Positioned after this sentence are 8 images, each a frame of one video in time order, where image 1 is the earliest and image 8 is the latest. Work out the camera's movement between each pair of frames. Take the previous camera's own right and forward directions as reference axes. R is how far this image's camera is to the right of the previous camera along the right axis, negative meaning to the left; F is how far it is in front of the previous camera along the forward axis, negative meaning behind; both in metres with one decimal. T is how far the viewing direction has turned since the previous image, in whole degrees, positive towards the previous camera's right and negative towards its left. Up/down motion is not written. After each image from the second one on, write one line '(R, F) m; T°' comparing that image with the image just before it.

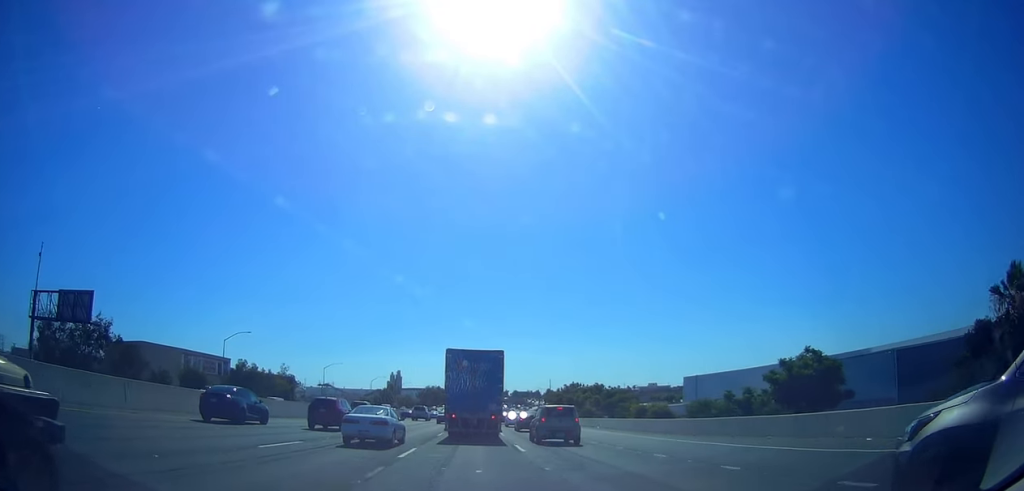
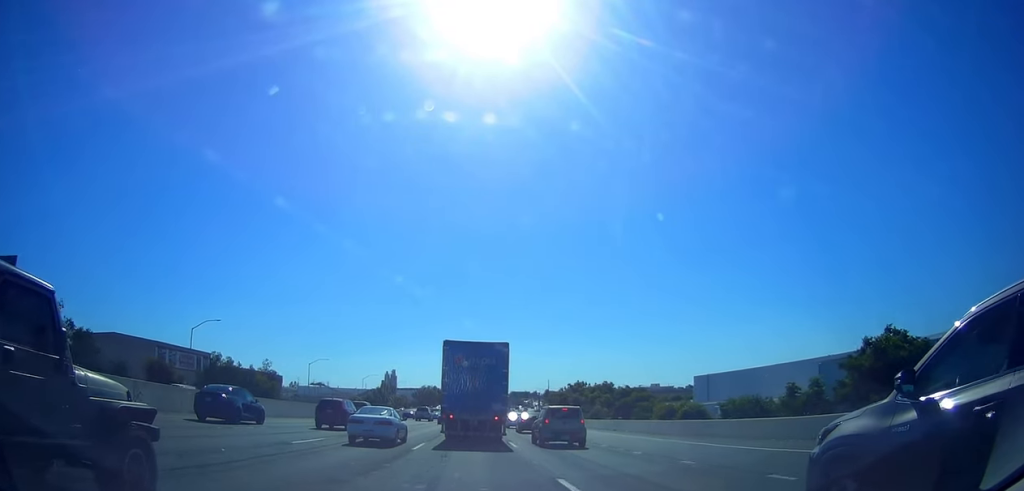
(0.0, +12.6) m; 0°
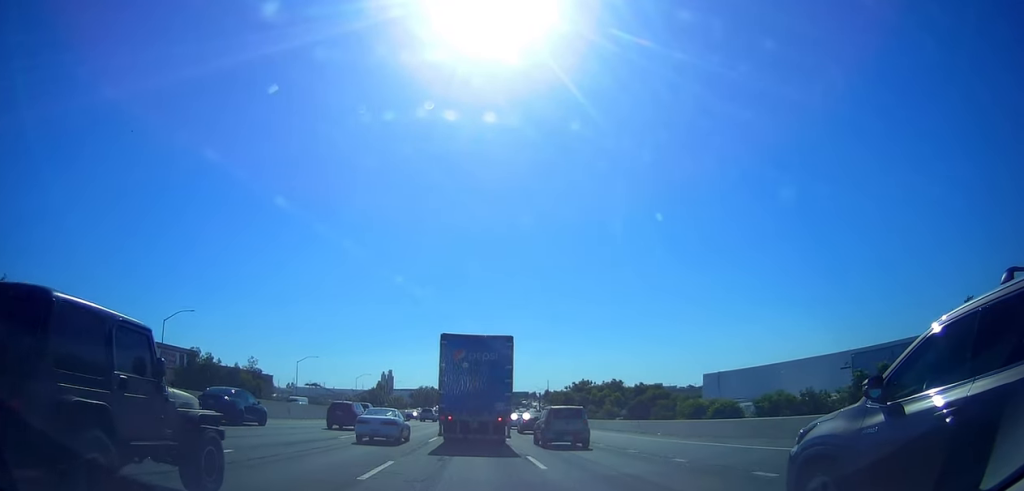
(0.0, +9.5) m; 0°
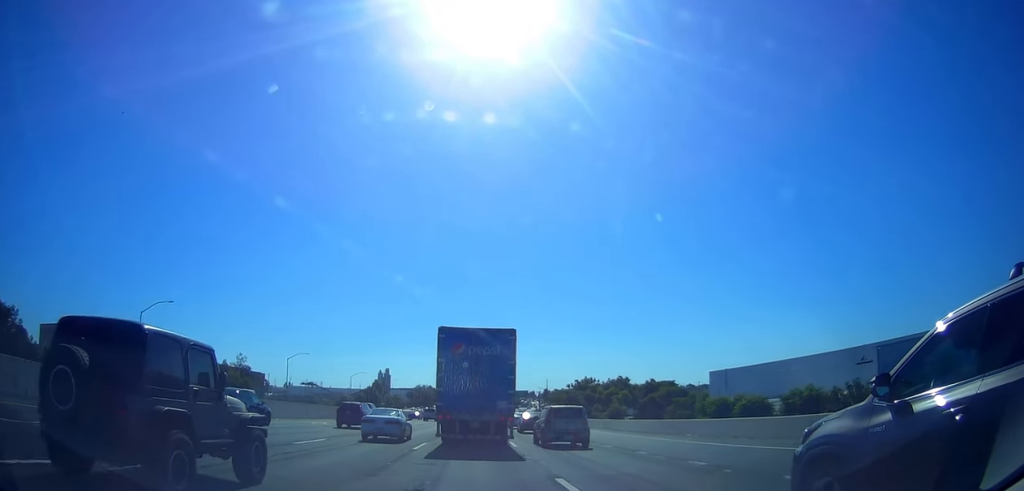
(0.0, +6.7) m; 0°
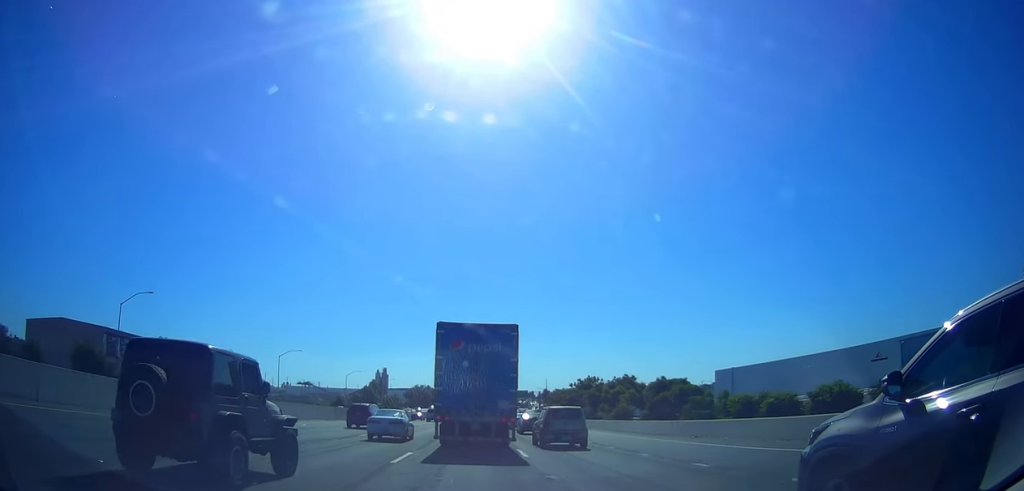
(0.0, +5.5) m; 0°
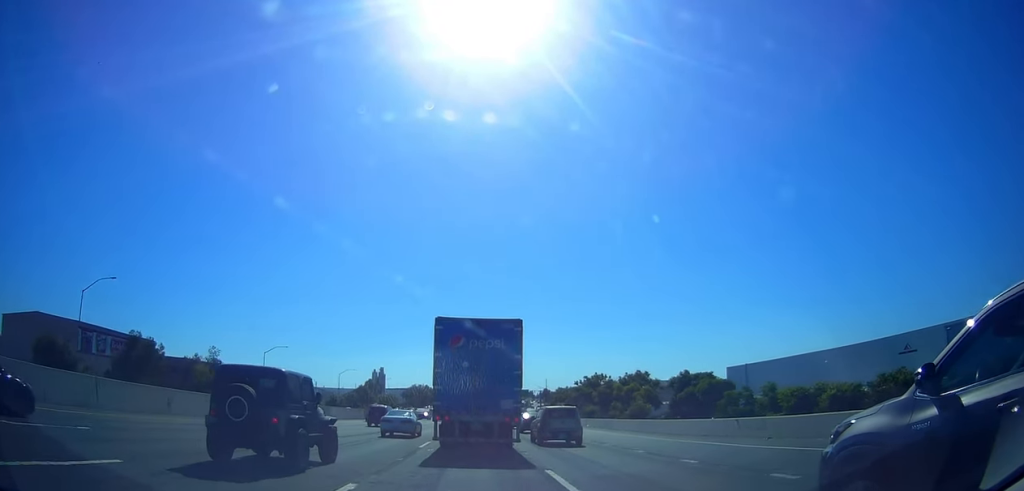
(0.0, +9.5) m; 0°
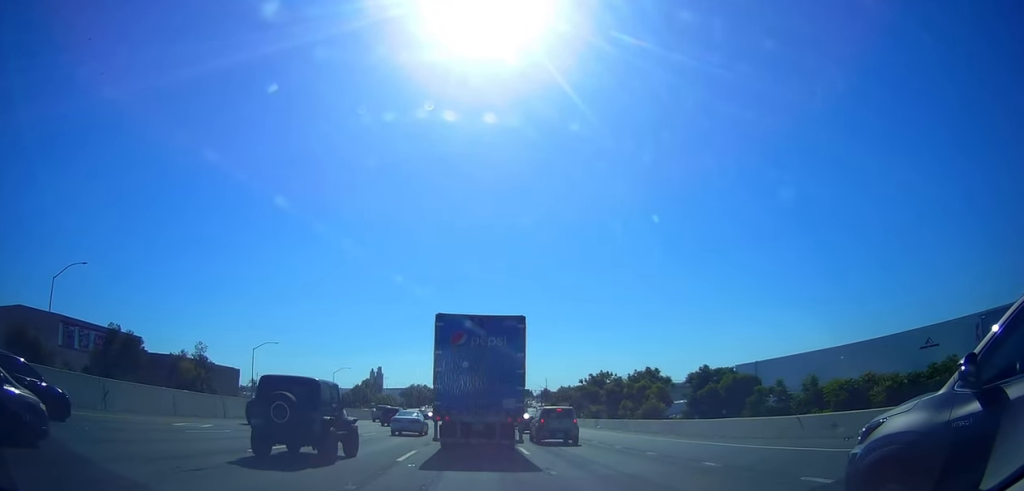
(0.0, +6.2) m; 0°
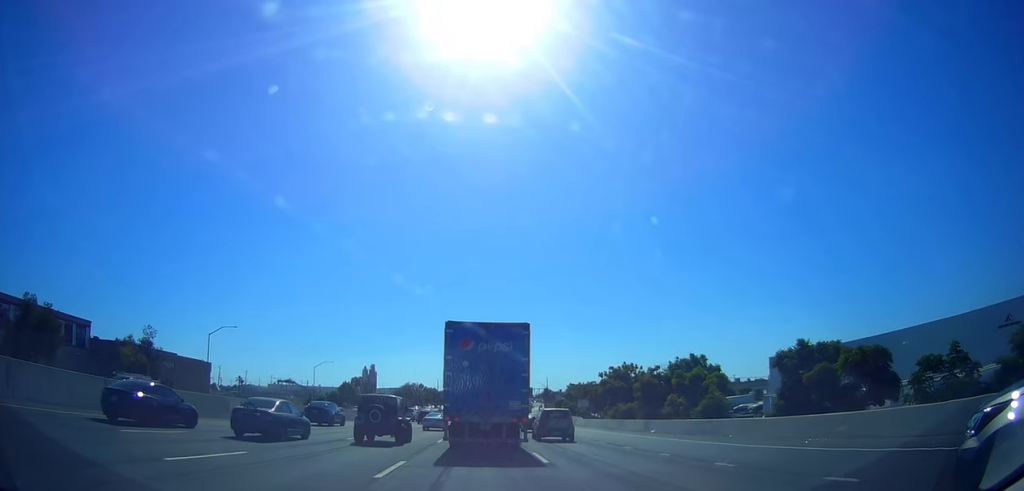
(0.0, +20.0) m; 0°
